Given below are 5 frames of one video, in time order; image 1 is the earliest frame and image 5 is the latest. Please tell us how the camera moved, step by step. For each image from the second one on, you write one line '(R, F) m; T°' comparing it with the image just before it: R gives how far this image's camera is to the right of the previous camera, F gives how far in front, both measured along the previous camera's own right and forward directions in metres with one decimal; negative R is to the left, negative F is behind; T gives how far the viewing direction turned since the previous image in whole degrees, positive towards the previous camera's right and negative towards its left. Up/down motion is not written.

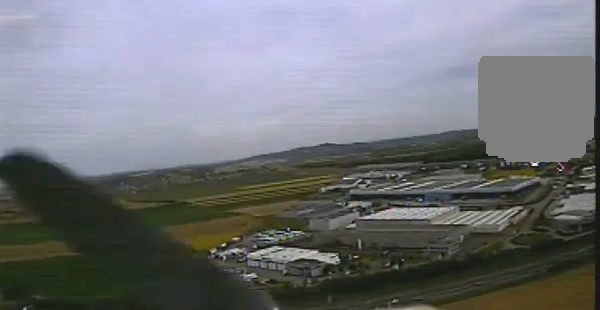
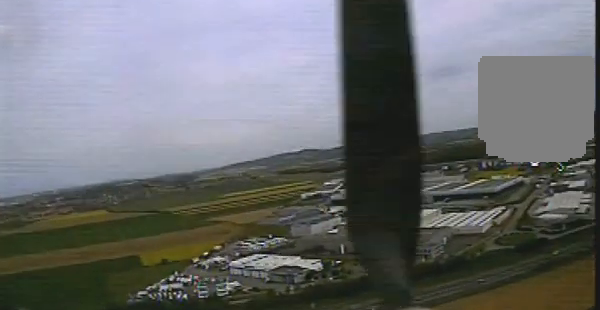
(0.0, +2.0) m; +5°
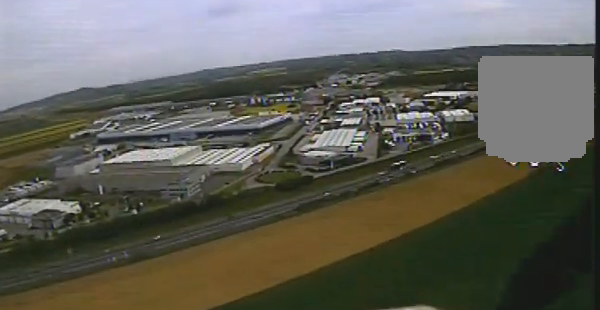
(+5.6, +19.0) m; +23°
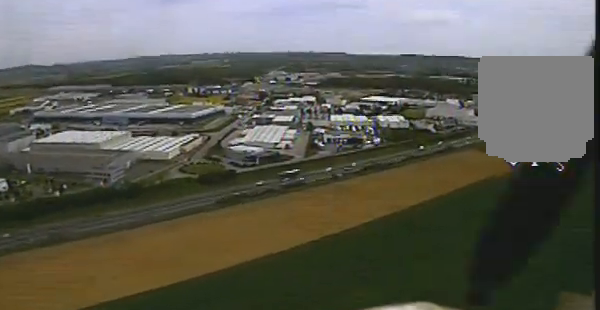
(+0.2, +9.1) m; +1°
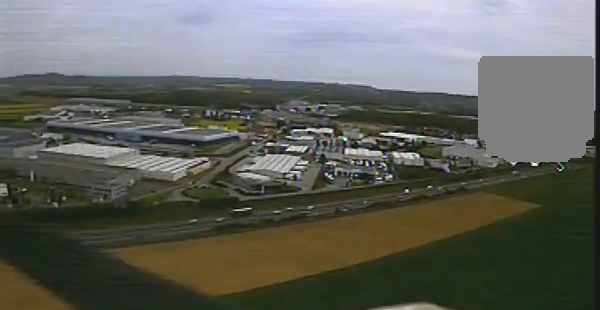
(-0.2, +11.9) m; -2°
